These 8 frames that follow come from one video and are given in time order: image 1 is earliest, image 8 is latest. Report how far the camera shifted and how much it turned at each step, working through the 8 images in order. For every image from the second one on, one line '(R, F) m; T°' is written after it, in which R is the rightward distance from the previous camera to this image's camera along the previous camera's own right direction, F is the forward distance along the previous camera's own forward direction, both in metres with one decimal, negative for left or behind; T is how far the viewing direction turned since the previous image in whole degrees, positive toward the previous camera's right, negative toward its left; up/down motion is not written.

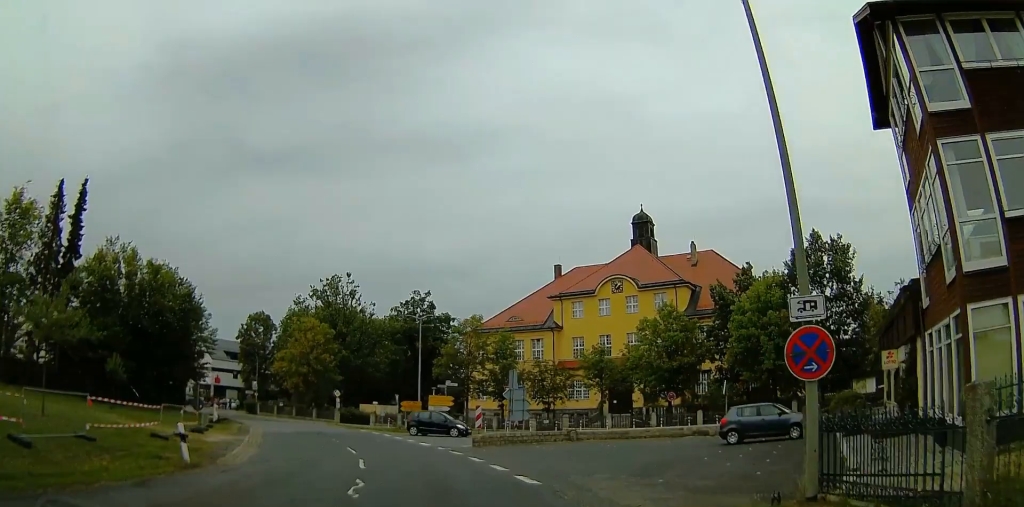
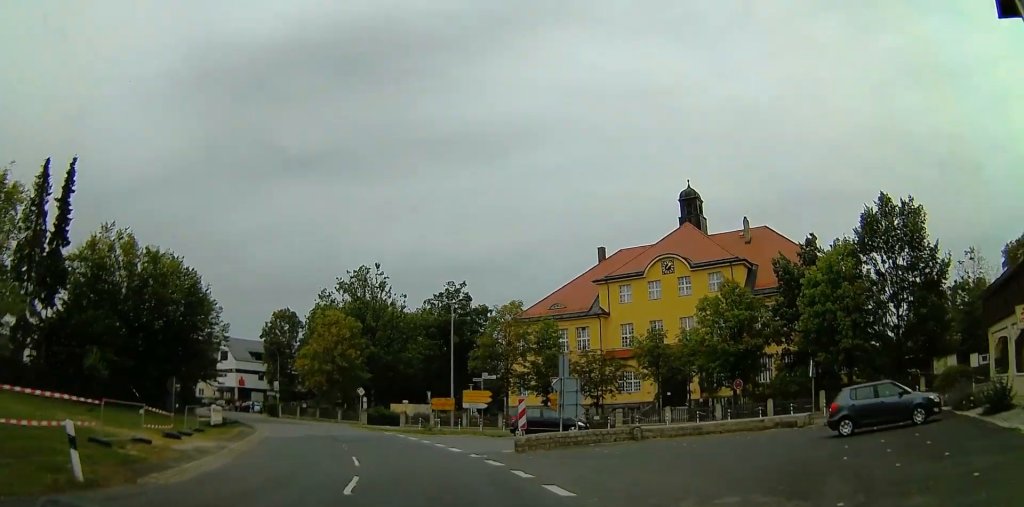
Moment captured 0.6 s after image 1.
(-0.3, +6.0) m; -3°
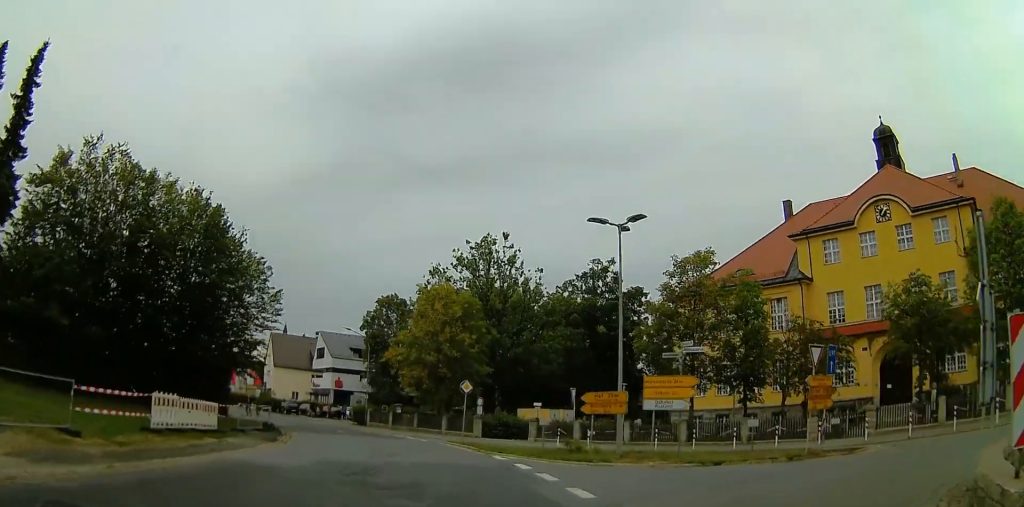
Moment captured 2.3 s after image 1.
(-0.1, +17.7) m; -5°
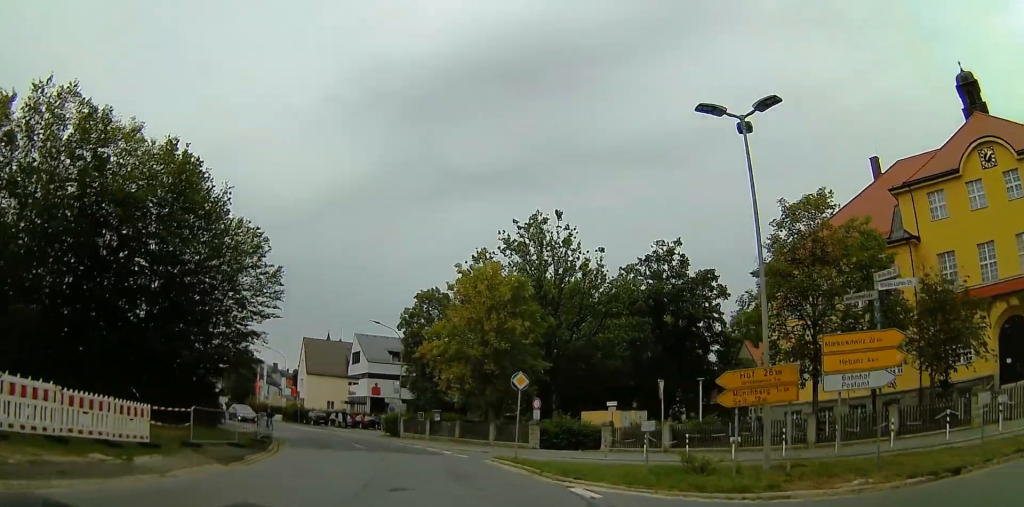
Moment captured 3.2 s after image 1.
(-0.6, +8.8) m; -8°
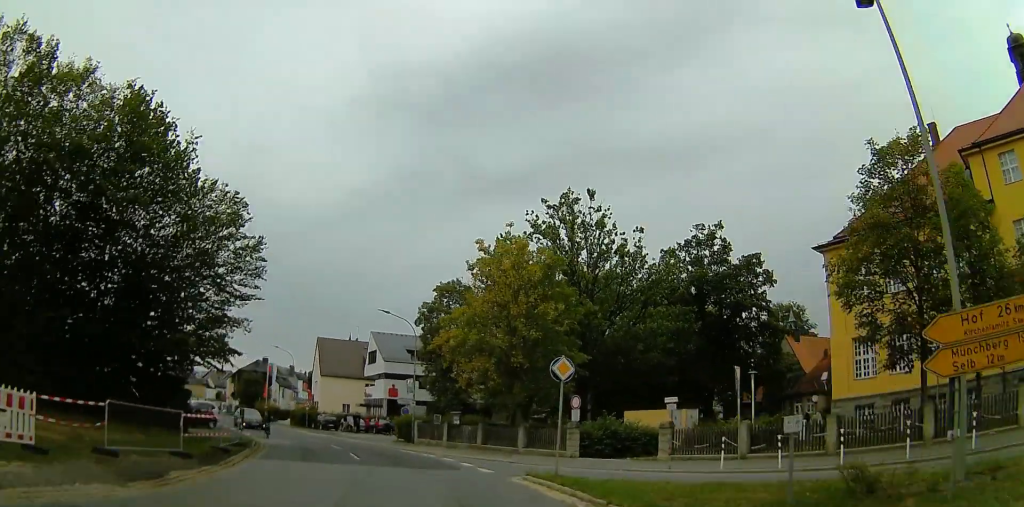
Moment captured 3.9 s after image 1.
(-0.4, +5.9) m; -4°
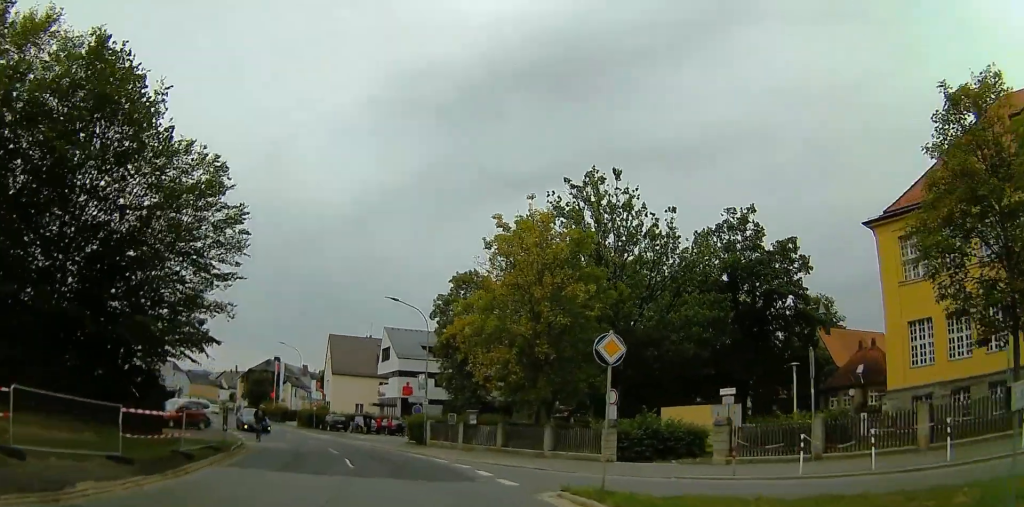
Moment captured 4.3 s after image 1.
(-0.2, +4.0) m; -3°
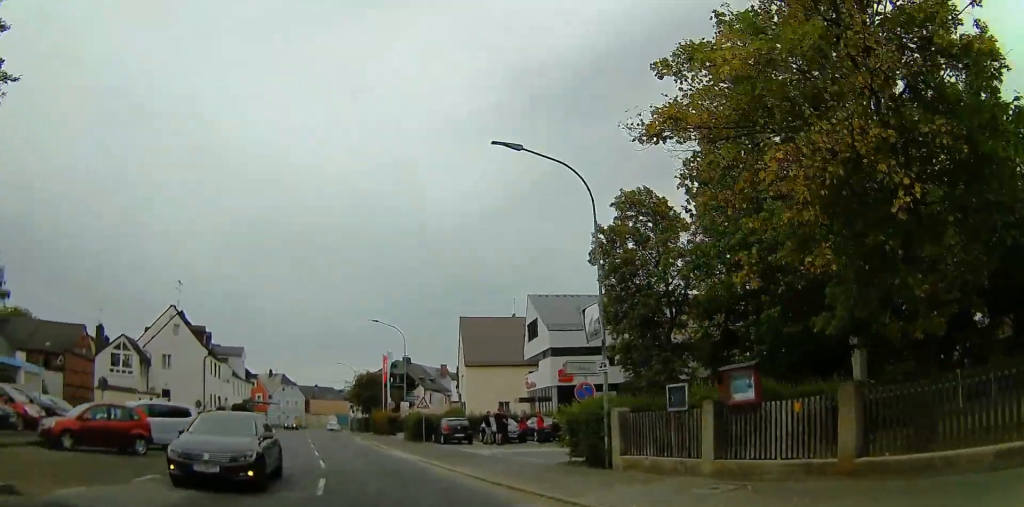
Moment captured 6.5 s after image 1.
(-0.9, +19.6) m; -14°
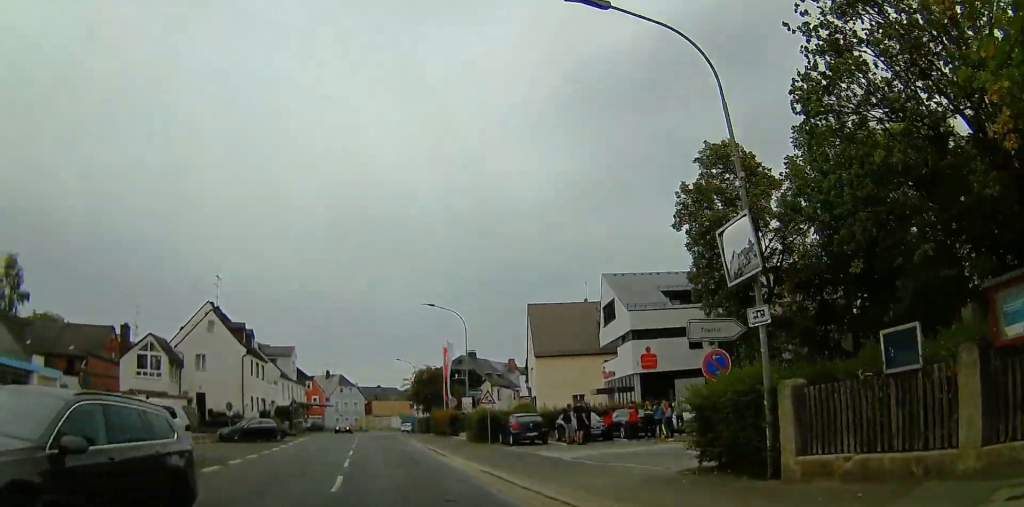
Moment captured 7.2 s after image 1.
(-1.1, +5.6) m; -2°
